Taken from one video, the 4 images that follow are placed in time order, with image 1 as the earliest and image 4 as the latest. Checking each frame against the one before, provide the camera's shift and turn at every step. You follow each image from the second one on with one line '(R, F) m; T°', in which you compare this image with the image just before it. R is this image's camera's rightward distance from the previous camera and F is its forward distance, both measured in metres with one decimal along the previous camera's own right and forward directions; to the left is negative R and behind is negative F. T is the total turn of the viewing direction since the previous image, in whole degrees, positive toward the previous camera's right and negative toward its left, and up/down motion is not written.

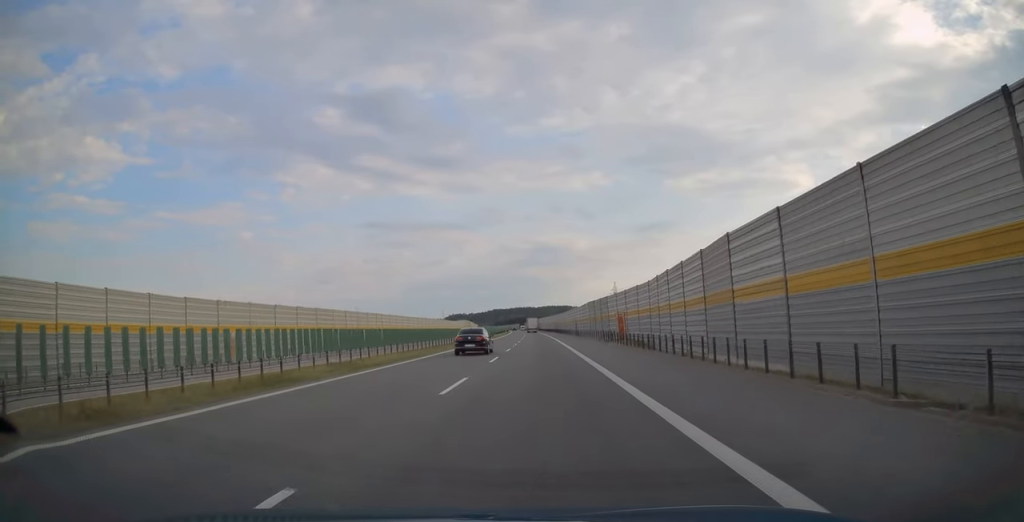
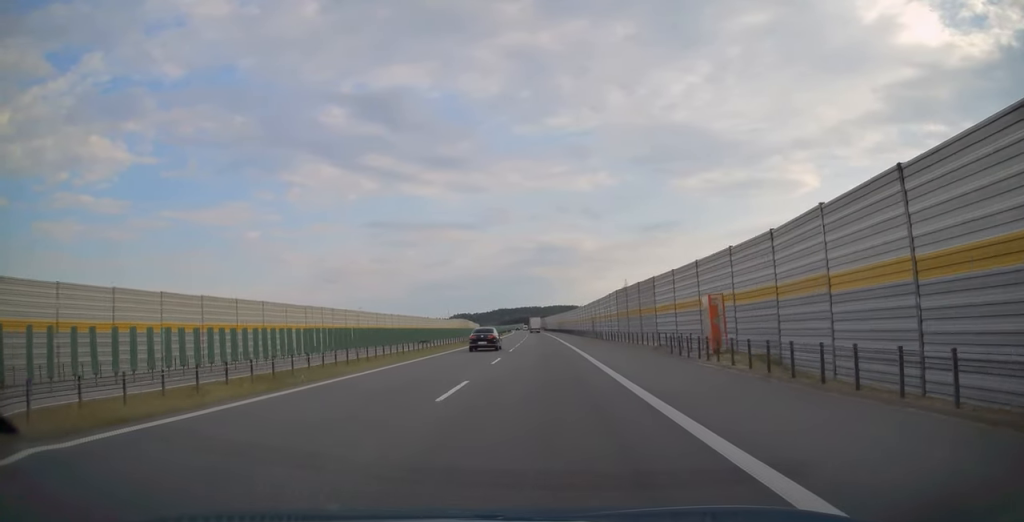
(0.0, +25.1) m; 0°
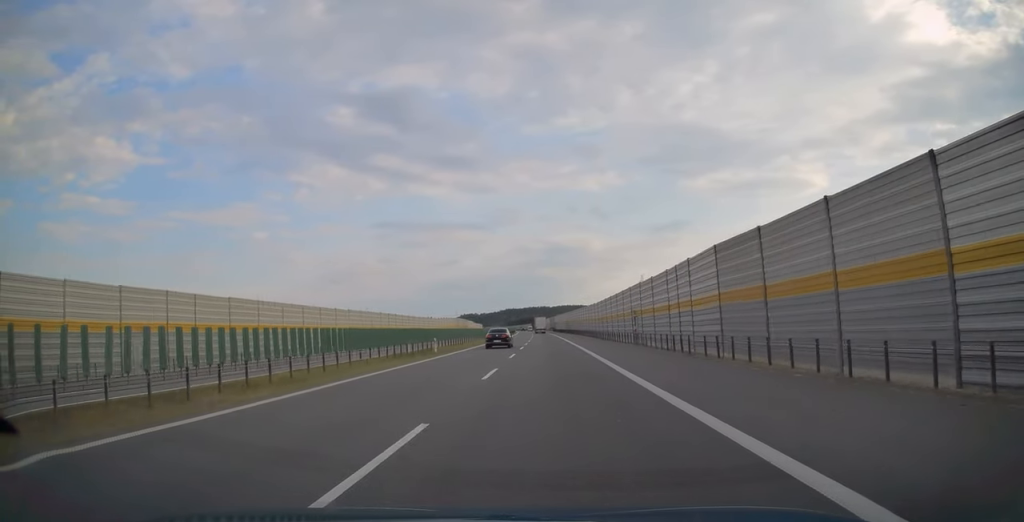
(-0.1, +31.1) m; -1°
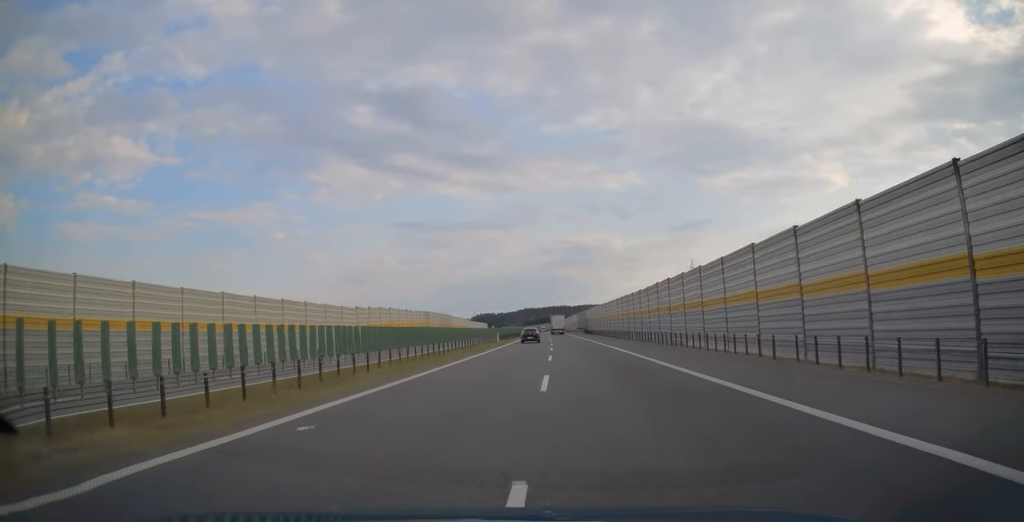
(-1.0, +75.4) m; -2°
